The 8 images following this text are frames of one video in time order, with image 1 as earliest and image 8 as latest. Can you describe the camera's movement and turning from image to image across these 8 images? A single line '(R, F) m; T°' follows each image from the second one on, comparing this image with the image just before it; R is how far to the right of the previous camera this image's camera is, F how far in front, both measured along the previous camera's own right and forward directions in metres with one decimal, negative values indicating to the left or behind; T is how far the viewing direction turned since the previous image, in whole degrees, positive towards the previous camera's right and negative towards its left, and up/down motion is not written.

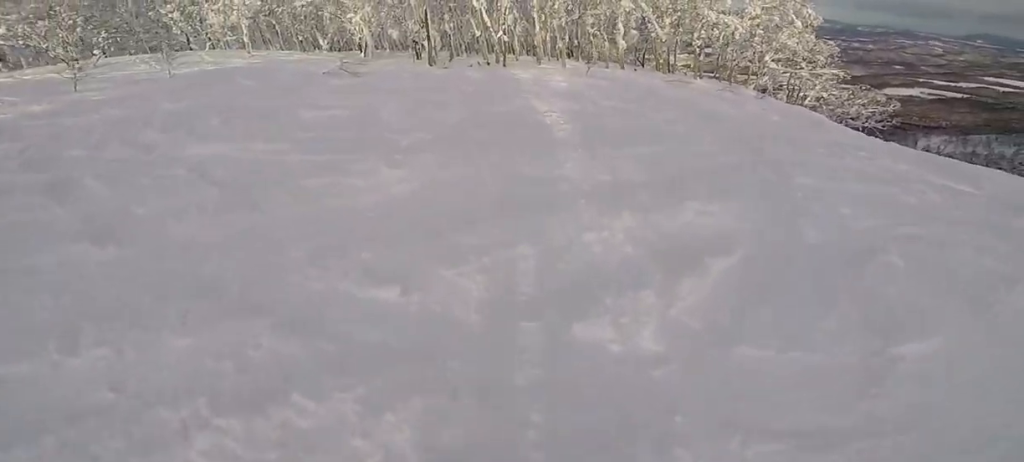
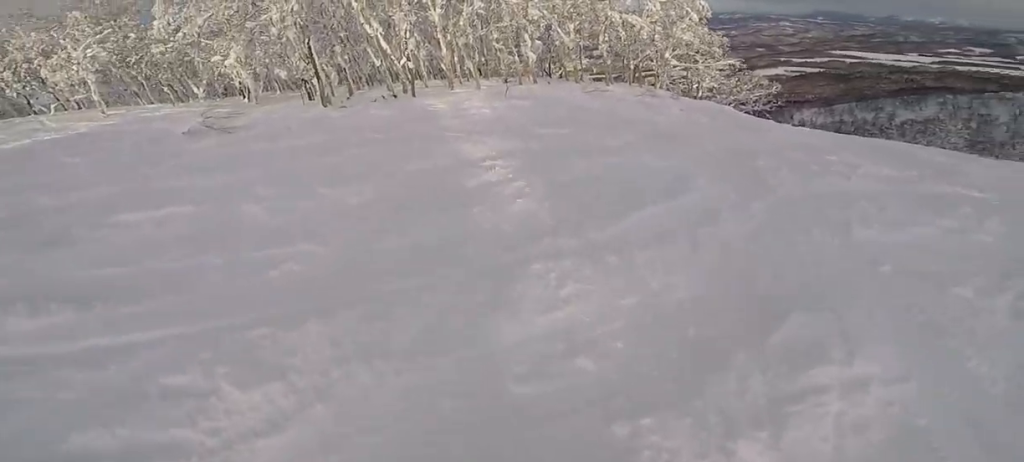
(+0.2, +1.9) m; +13°
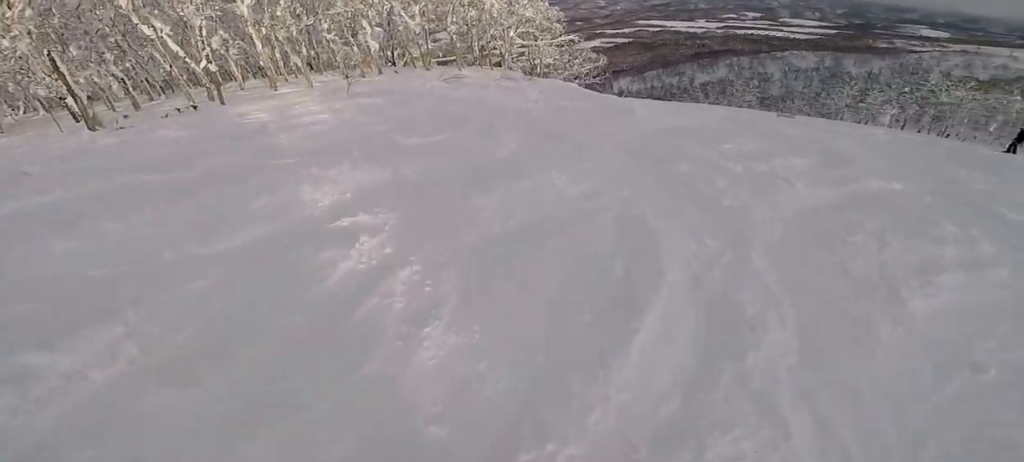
(+0.2, +1.8) m; +15°
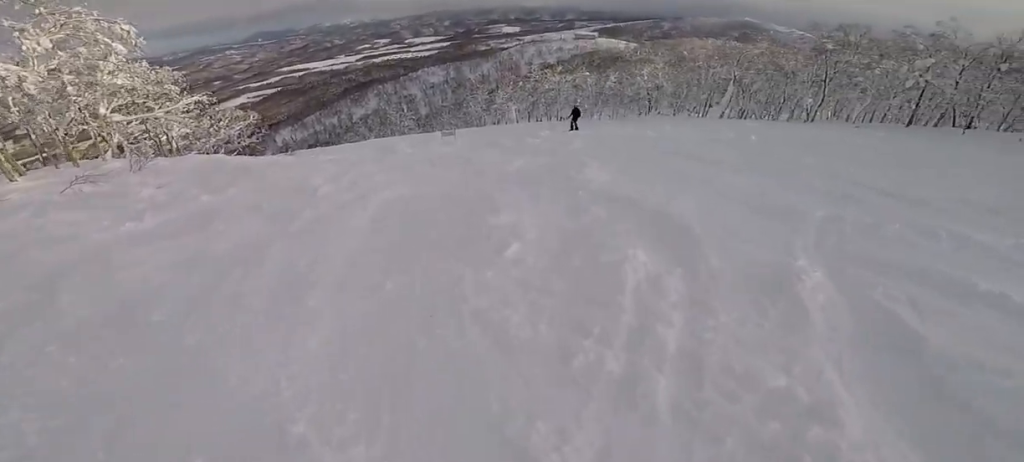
(+1.4, +3.5) m; +37°
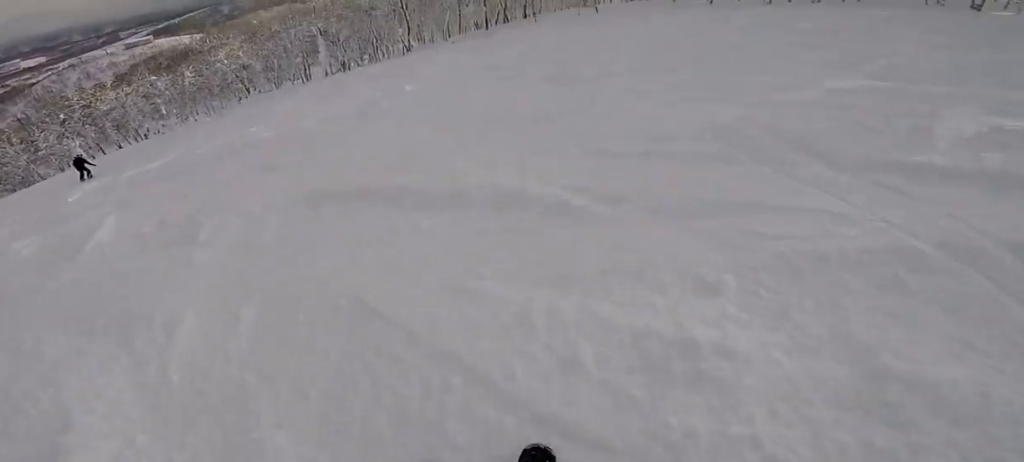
(+1.5, +5.0) m; +30°
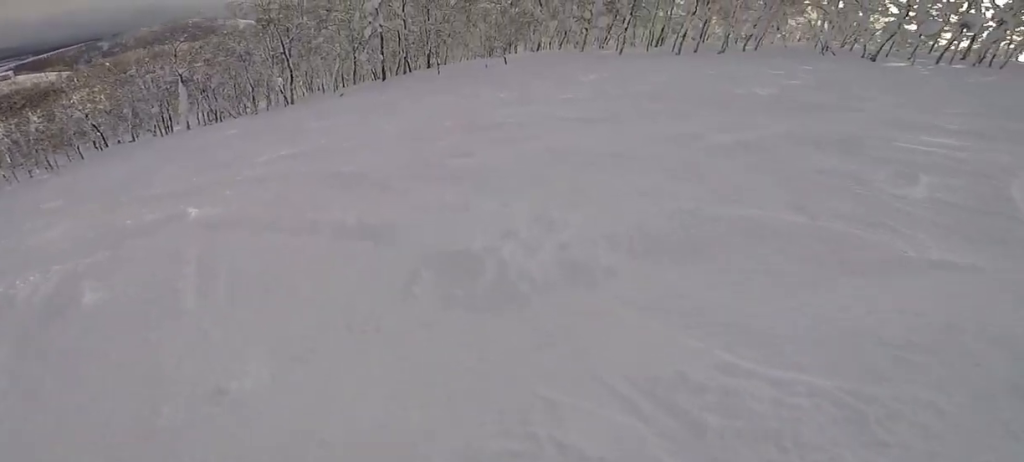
(+0.5, +4.2) m; +6°
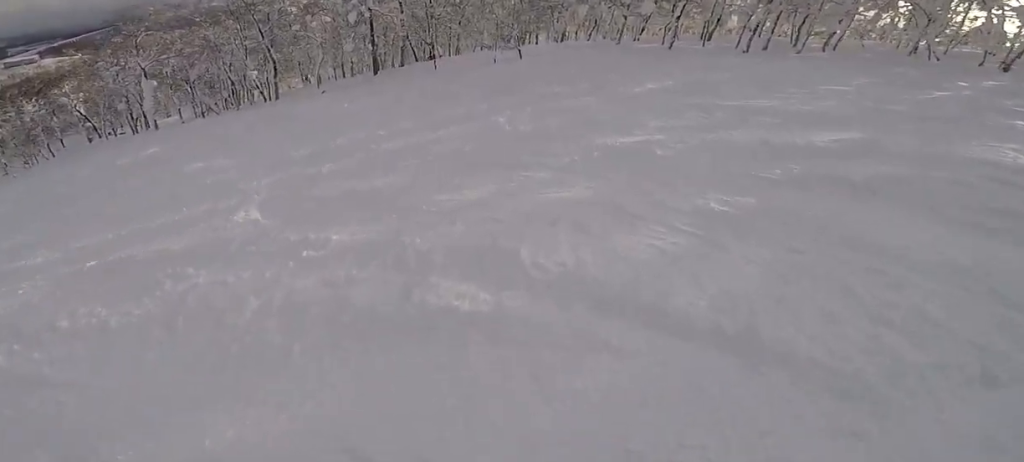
(-0.4, +5.6) m; -14°
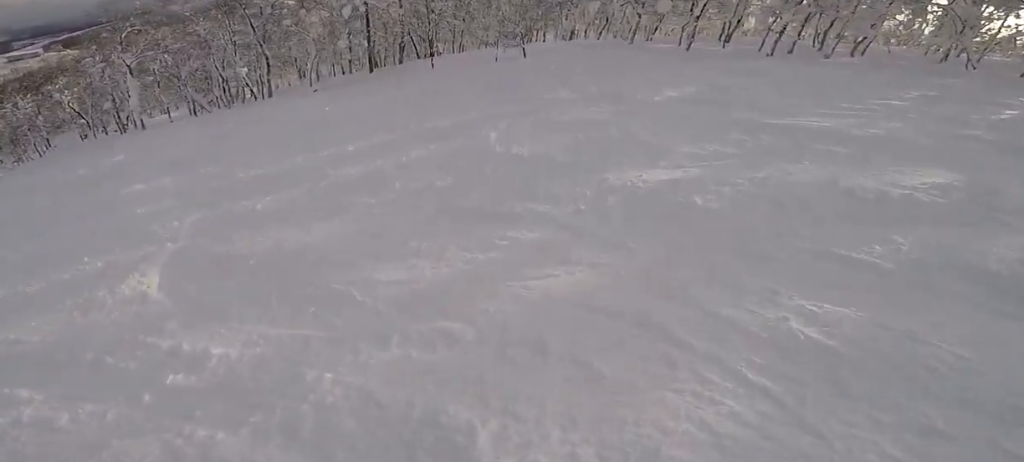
(+0.1, +1.4) m; -6°
